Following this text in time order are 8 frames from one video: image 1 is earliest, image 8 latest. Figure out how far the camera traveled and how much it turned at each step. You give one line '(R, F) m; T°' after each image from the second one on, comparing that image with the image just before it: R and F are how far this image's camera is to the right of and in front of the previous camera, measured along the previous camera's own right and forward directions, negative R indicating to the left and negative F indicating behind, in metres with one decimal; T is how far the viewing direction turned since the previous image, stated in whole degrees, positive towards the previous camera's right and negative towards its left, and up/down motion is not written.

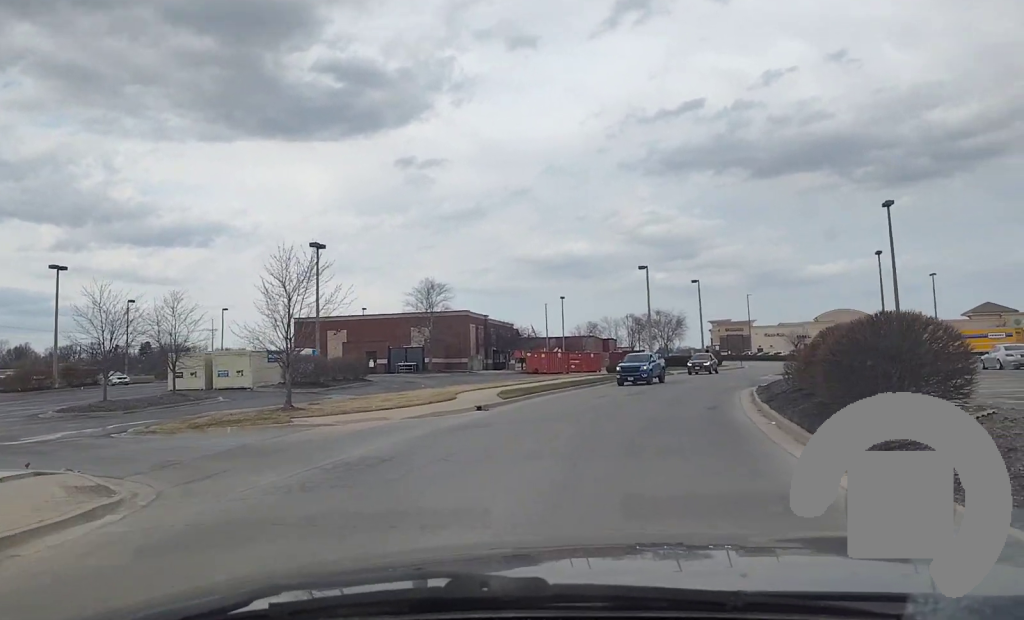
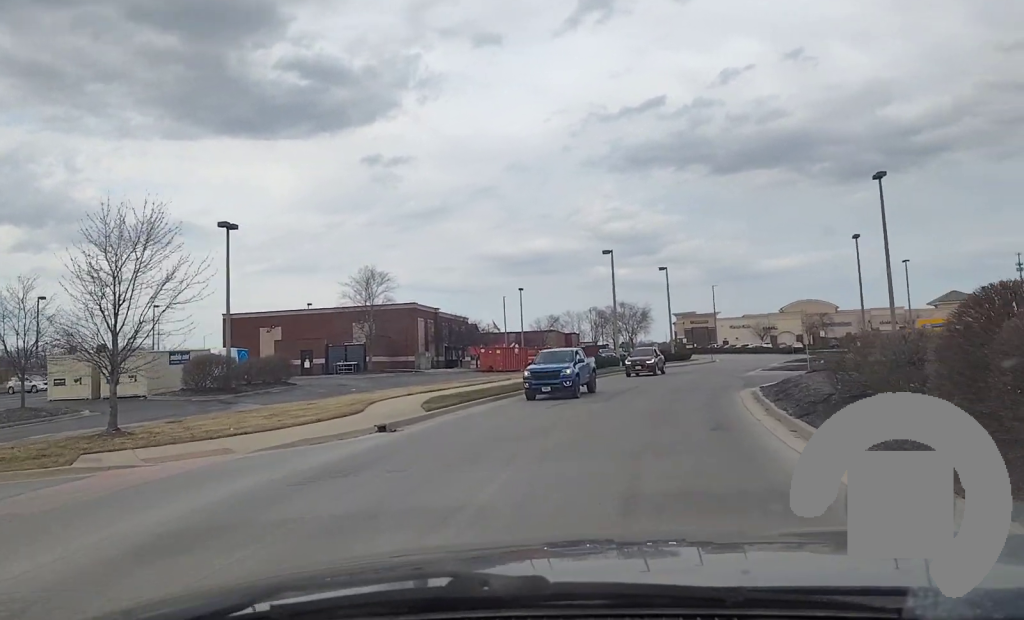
(0.0, +9.0) m; 0°
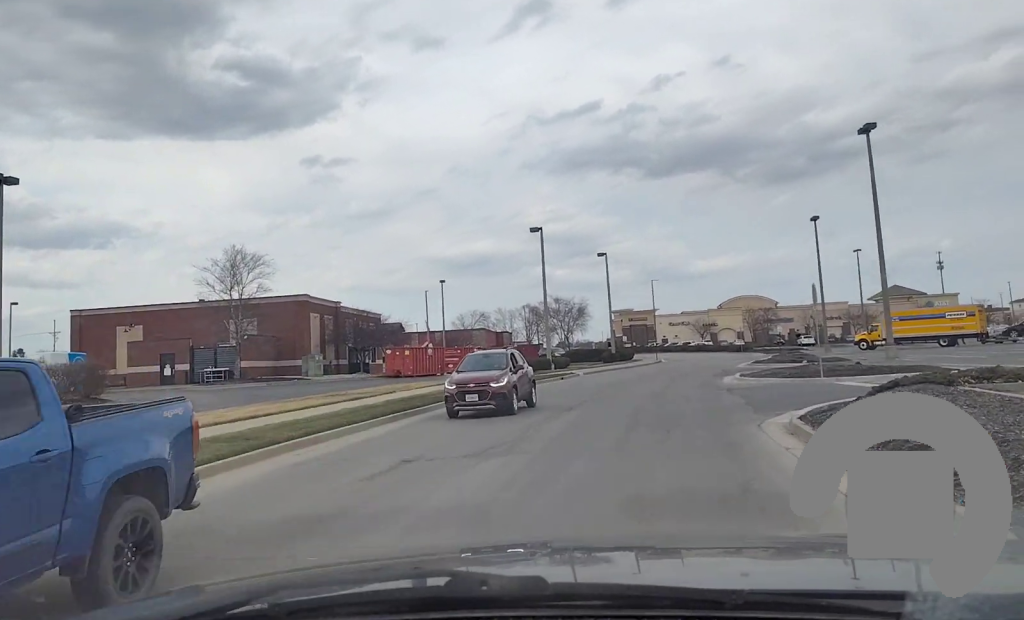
(0.0, +13.9) m; 0°
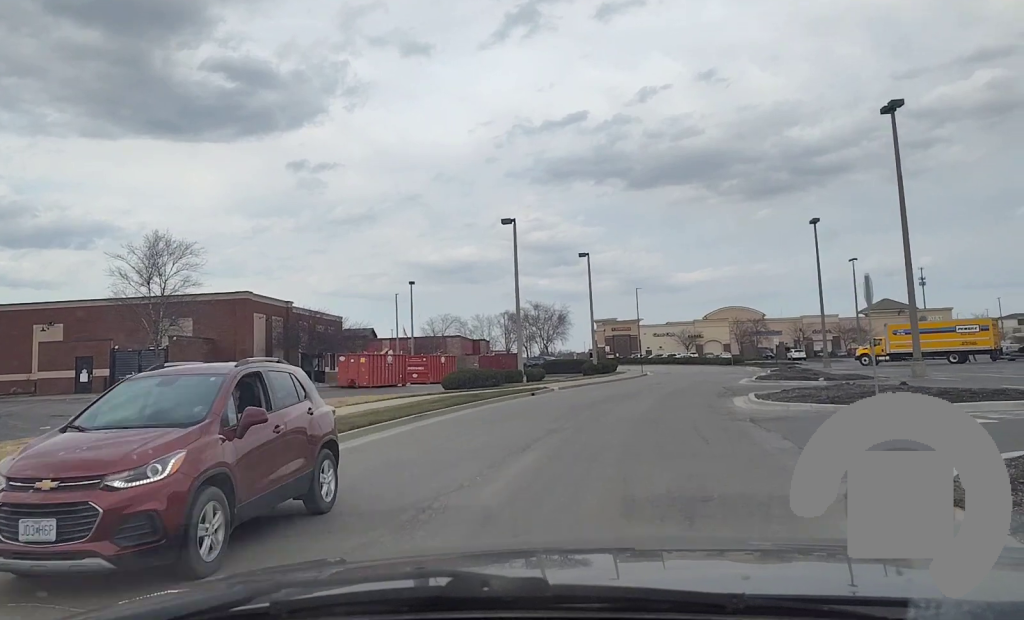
(0.0, +7.1) m; 0°
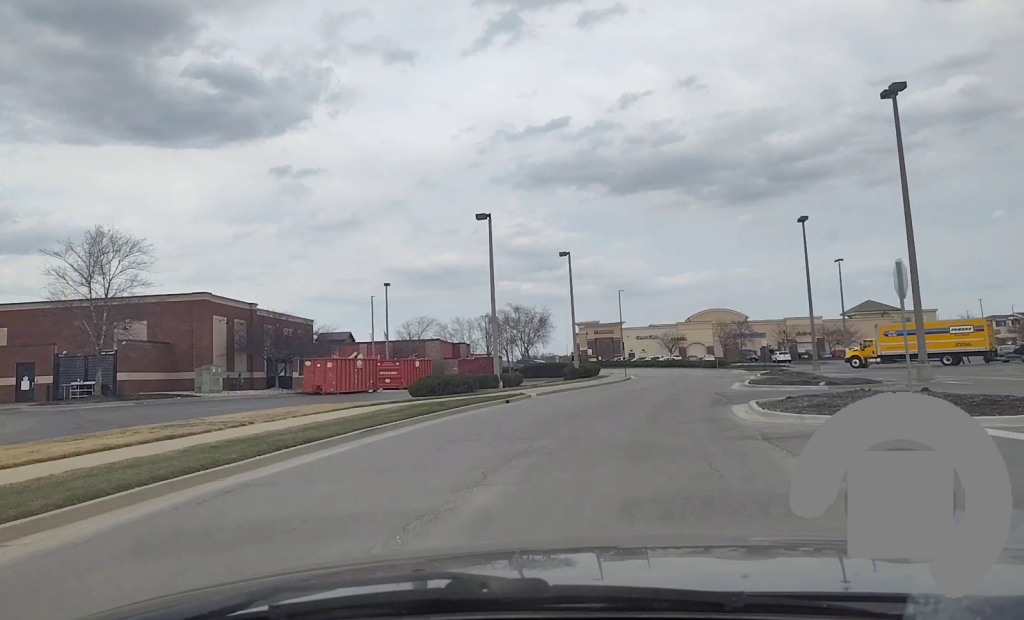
(0.0, +3.4) m; +1°
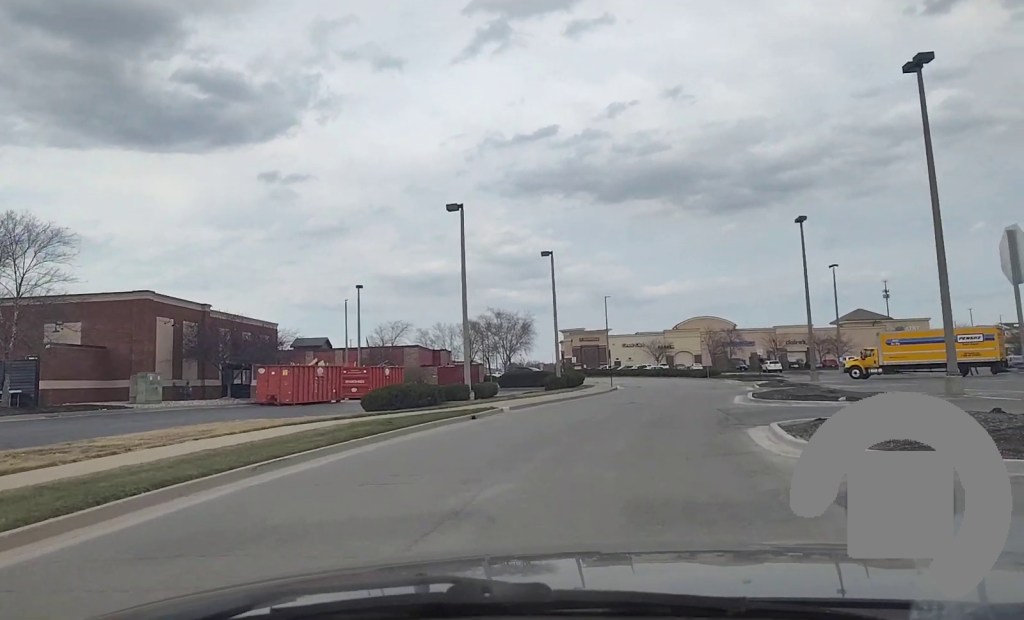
(-0.1, +5.1) m; +2°
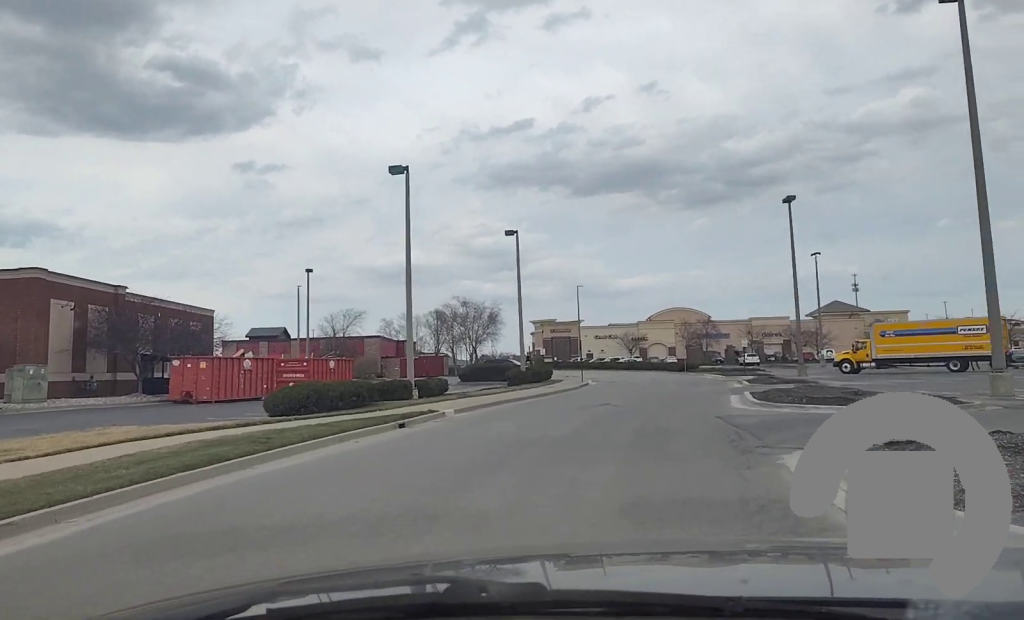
(+0.3, +6.4) m; +3°
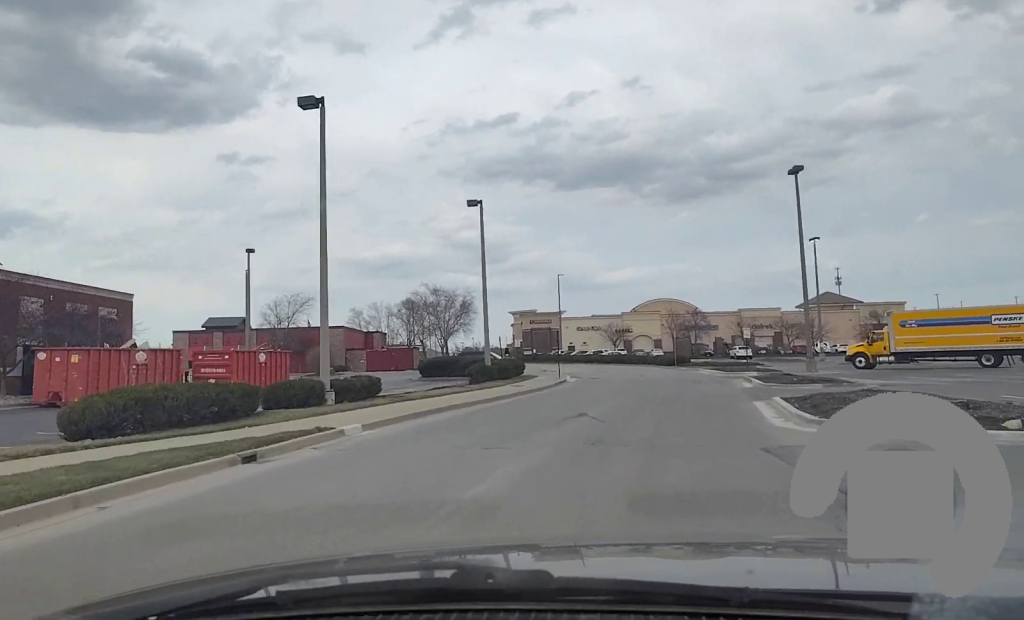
(+0.3, +8.9) m; +3°
